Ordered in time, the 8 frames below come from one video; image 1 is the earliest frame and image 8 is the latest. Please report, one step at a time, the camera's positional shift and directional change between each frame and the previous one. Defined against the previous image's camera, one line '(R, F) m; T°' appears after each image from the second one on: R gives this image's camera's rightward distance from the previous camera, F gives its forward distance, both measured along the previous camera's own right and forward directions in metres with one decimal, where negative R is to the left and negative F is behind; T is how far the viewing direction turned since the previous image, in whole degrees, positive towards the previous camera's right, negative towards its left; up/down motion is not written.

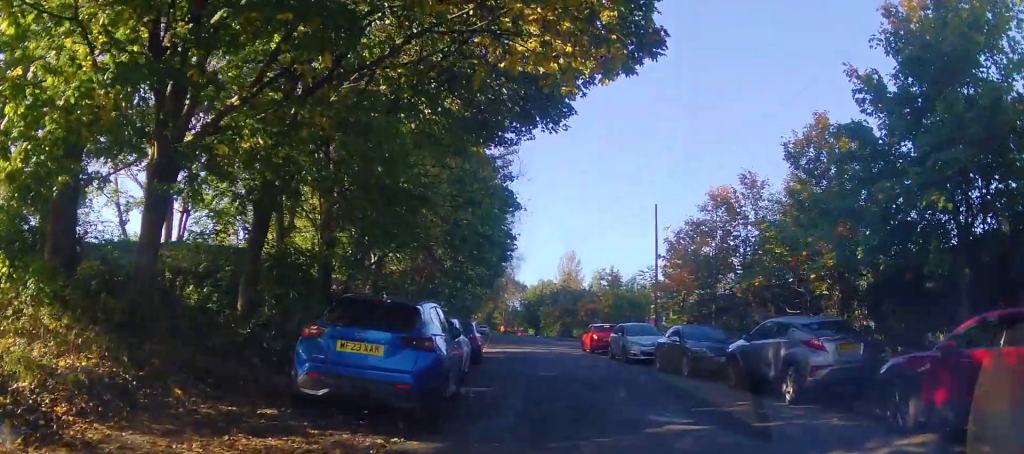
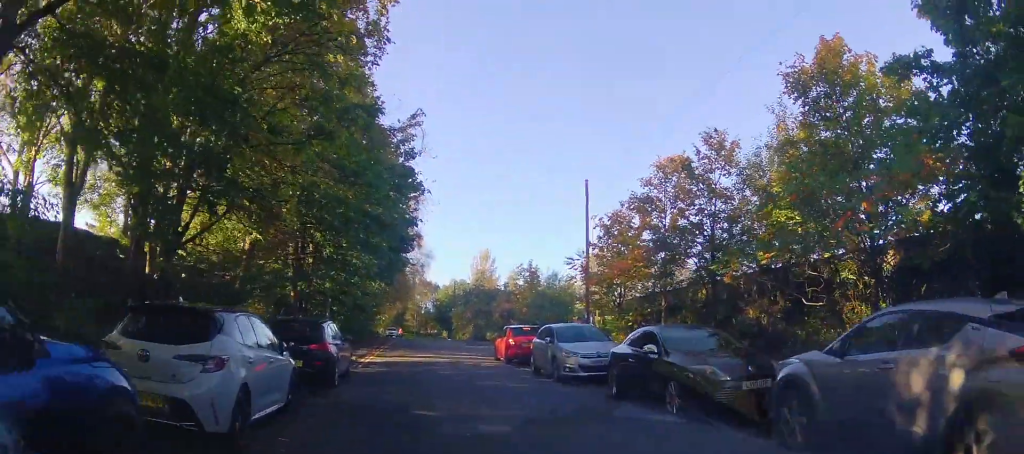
(+0.4, +6.1) m; -1°
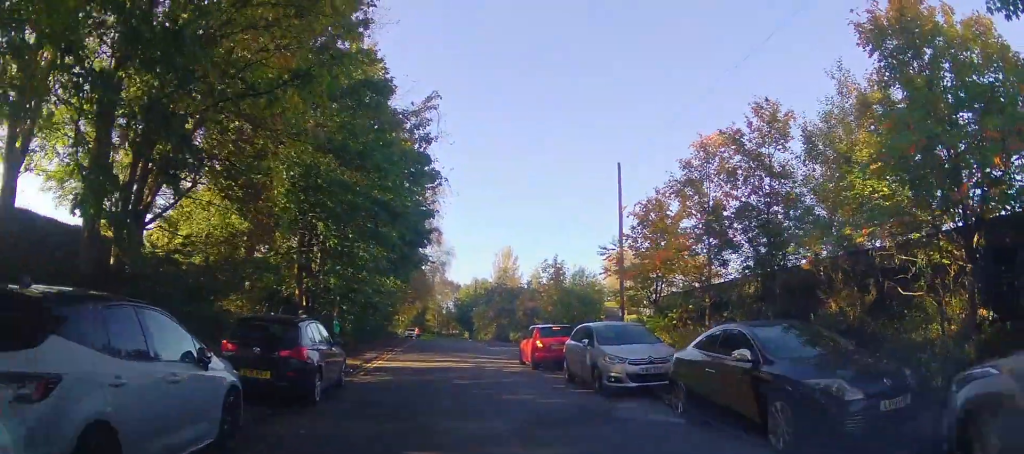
(0.0, +2.7) m; -1°
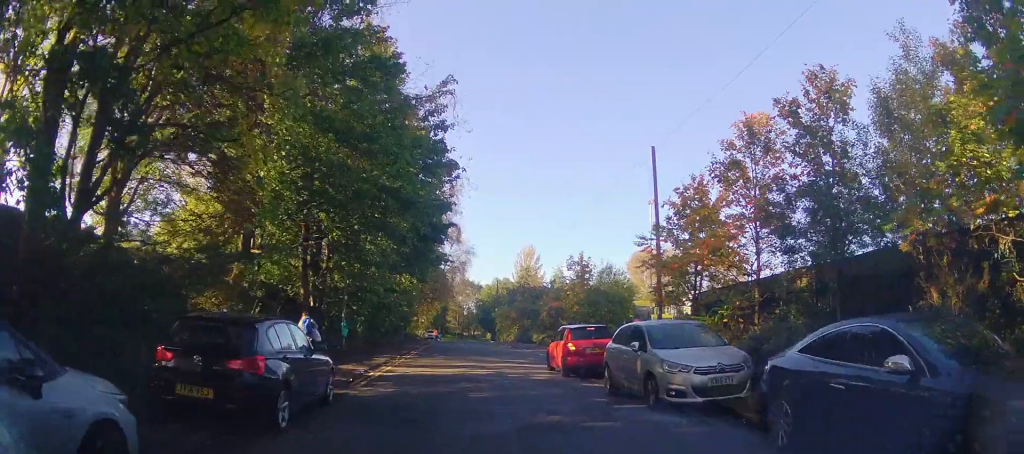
(0.0, +2.4) m; -1°
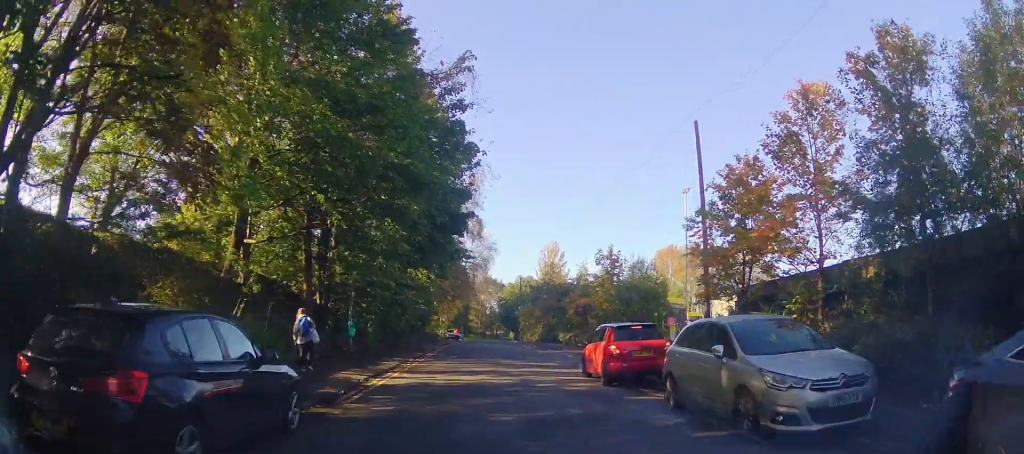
(0.0, +2.6) m; -1°
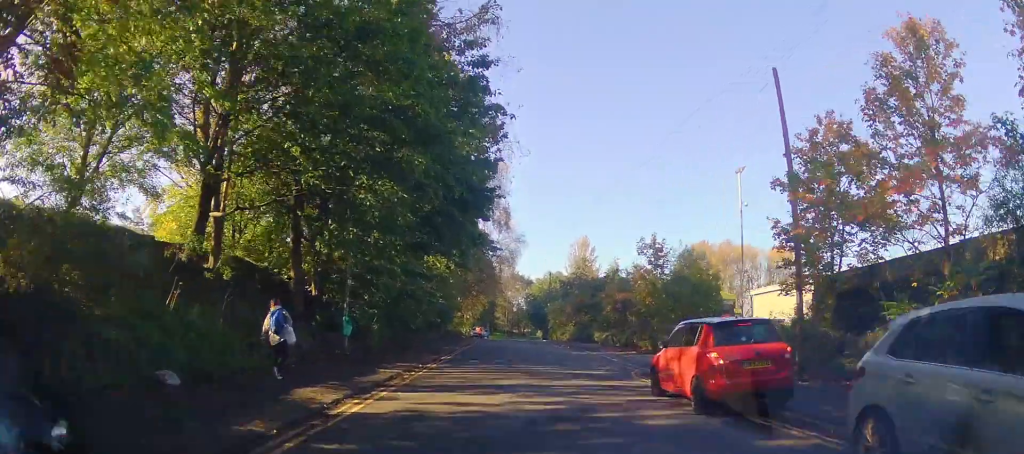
(-0.1, +4.3) m; 0°
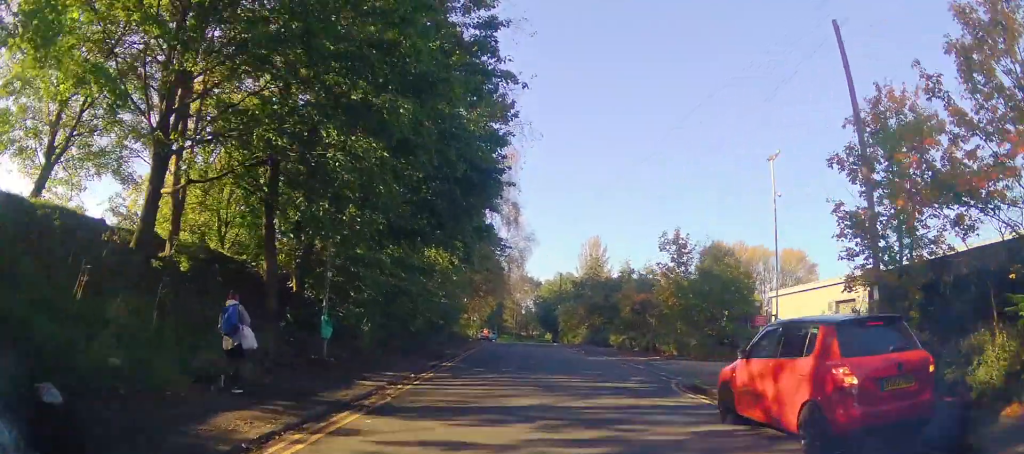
(-0.1, +2.8) m; 0°
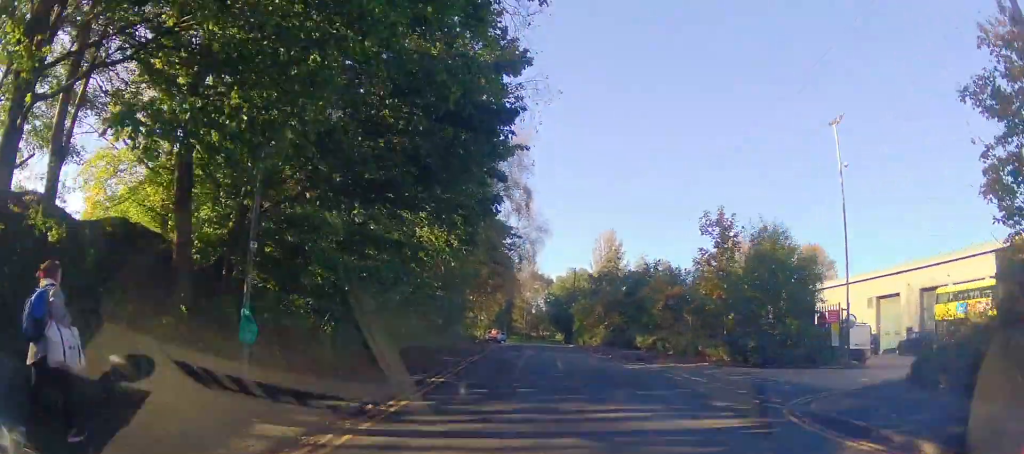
(+0.2, +5.0) m; 0°
